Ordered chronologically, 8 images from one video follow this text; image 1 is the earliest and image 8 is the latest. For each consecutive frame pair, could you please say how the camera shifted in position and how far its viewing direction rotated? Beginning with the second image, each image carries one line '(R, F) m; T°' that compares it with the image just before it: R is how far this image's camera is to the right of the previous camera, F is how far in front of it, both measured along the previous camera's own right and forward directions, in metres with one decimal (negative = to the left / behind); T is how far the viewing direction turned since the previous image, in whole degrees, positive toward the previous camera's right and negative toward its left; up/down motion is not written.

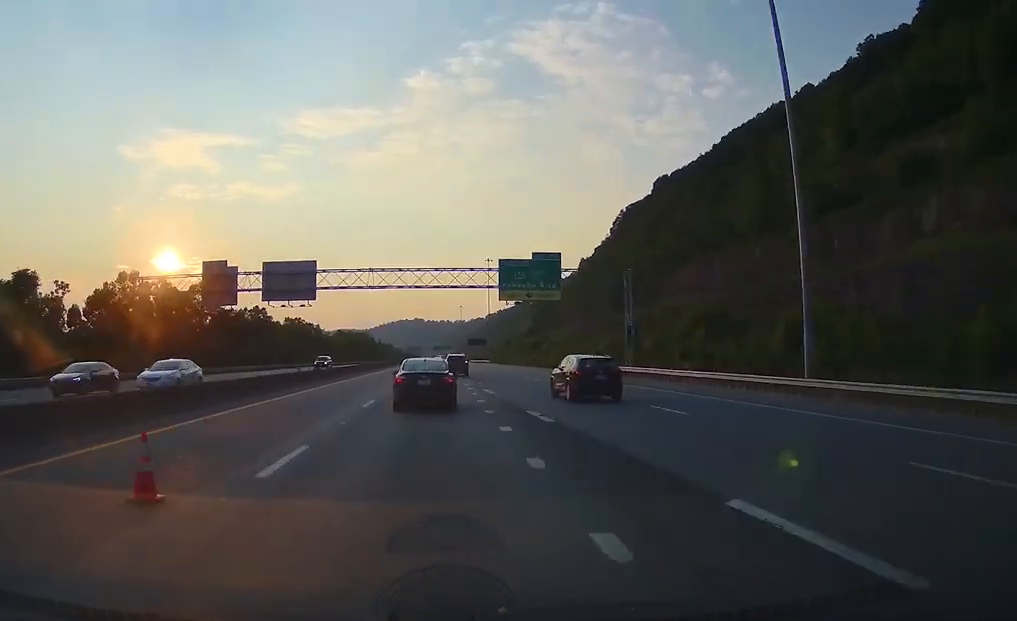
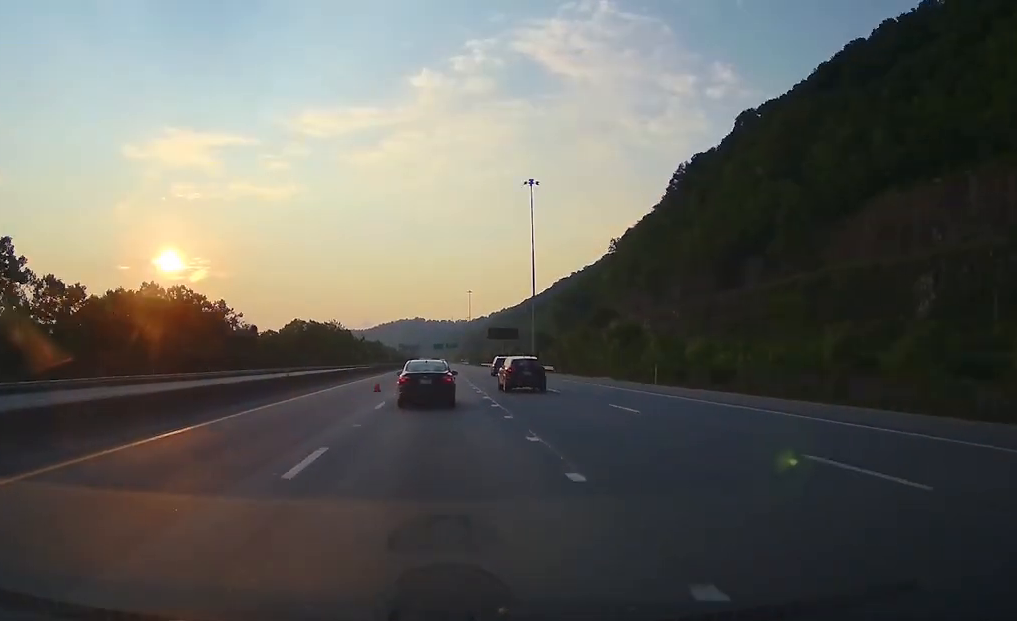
(0.0, +96.4) m; 0°
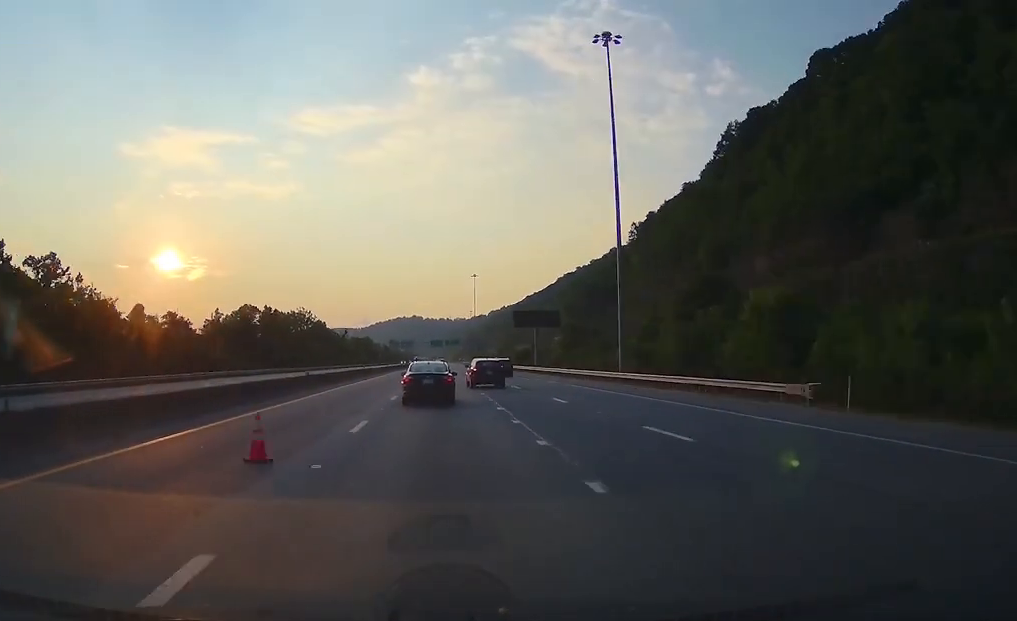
(+0.1, +53.3) m; 0°
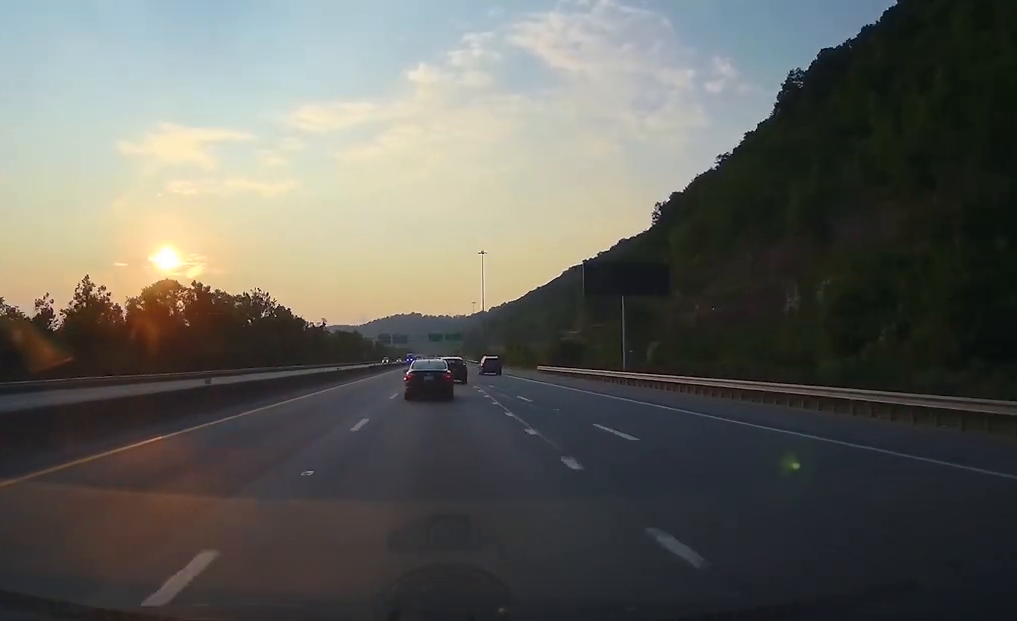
(-0.2, +51.5) m; 0°
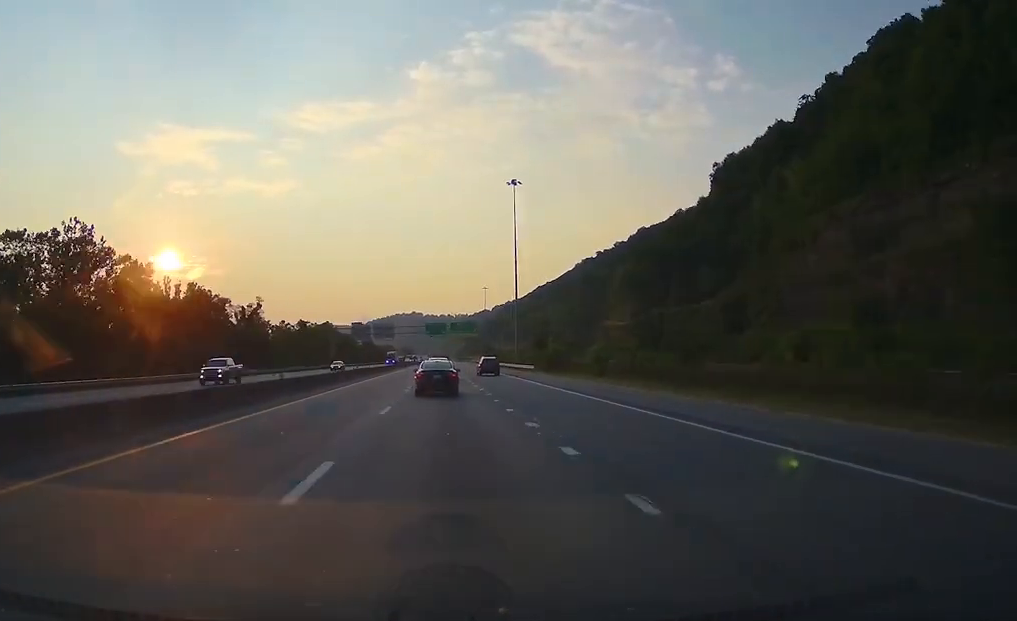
(-0.1, +84.0) m; 0°
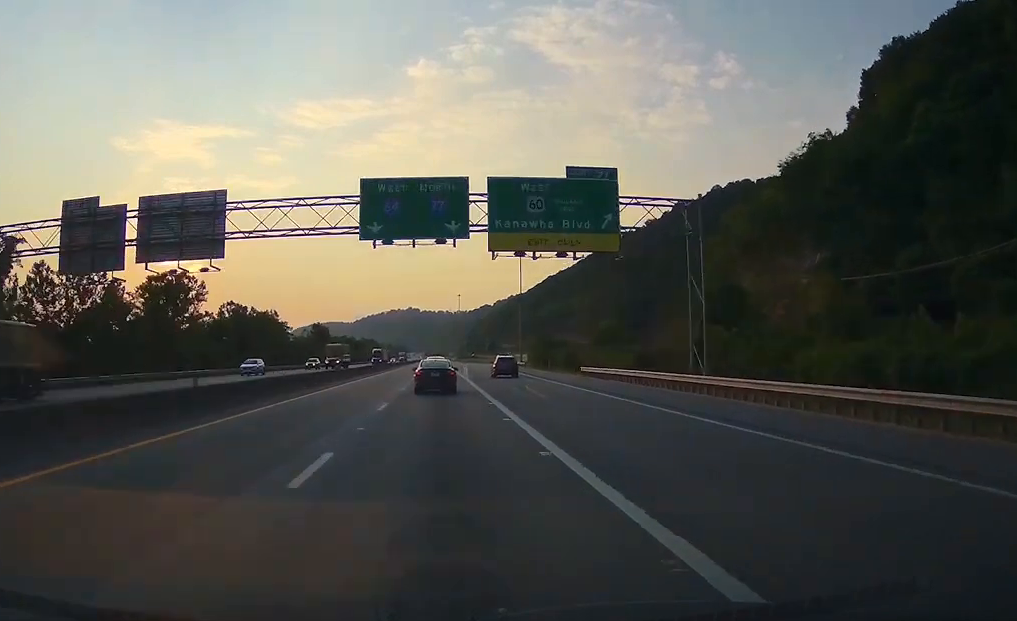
(+0.6, +136.2) m; 0°
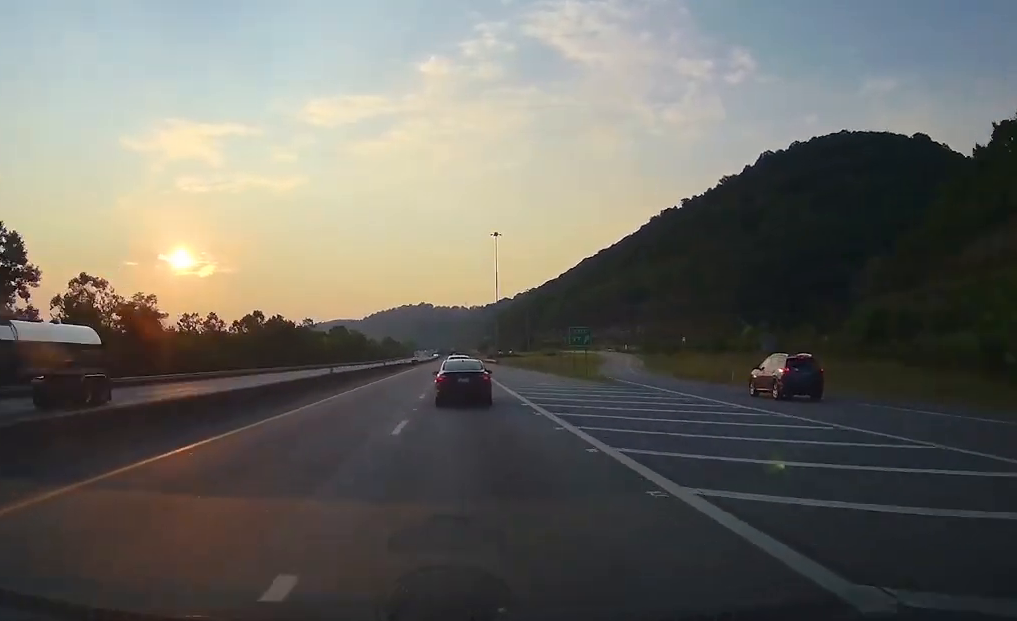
(-1.4, +167.0) m; -1°
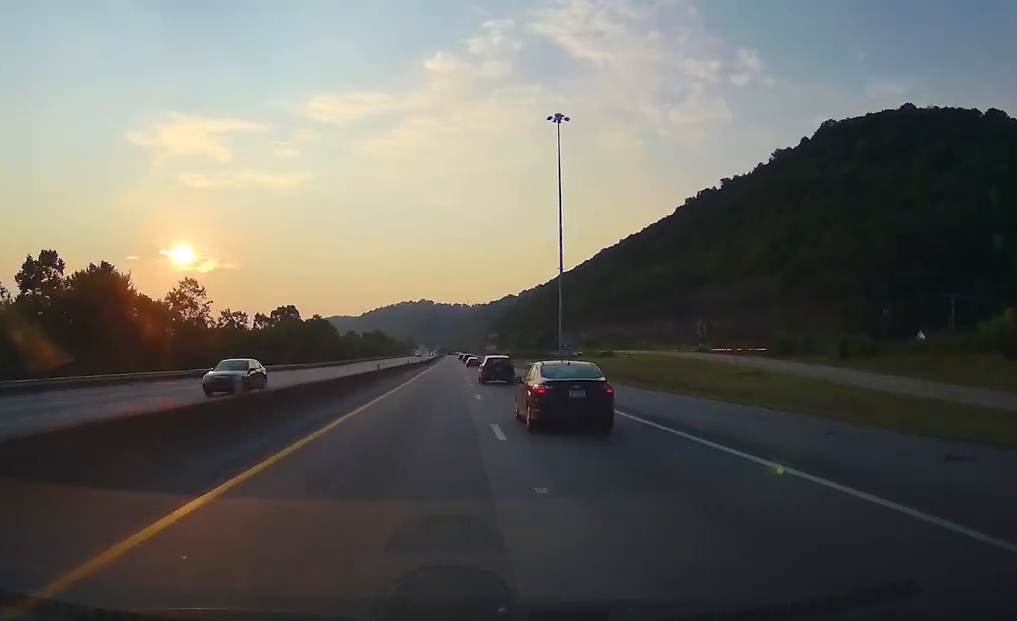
(-0.2, +85.4) m; 0°
